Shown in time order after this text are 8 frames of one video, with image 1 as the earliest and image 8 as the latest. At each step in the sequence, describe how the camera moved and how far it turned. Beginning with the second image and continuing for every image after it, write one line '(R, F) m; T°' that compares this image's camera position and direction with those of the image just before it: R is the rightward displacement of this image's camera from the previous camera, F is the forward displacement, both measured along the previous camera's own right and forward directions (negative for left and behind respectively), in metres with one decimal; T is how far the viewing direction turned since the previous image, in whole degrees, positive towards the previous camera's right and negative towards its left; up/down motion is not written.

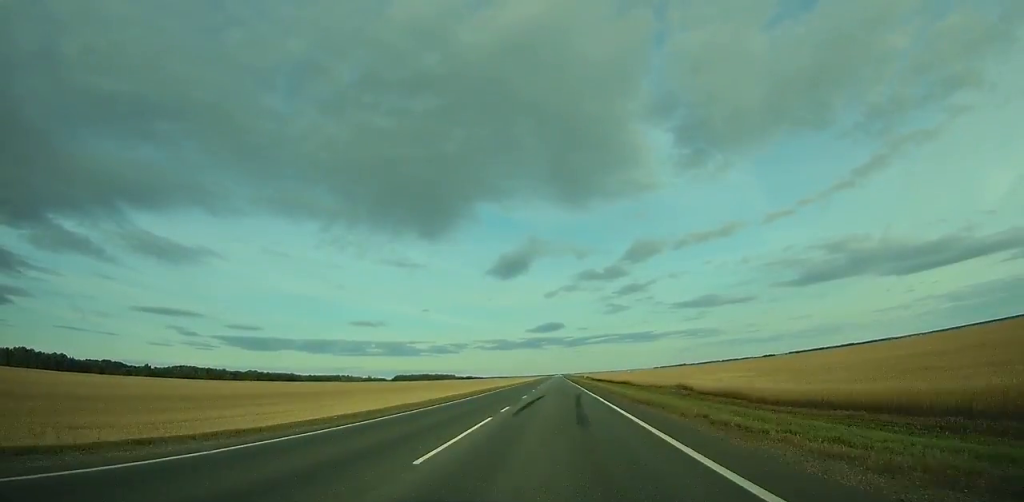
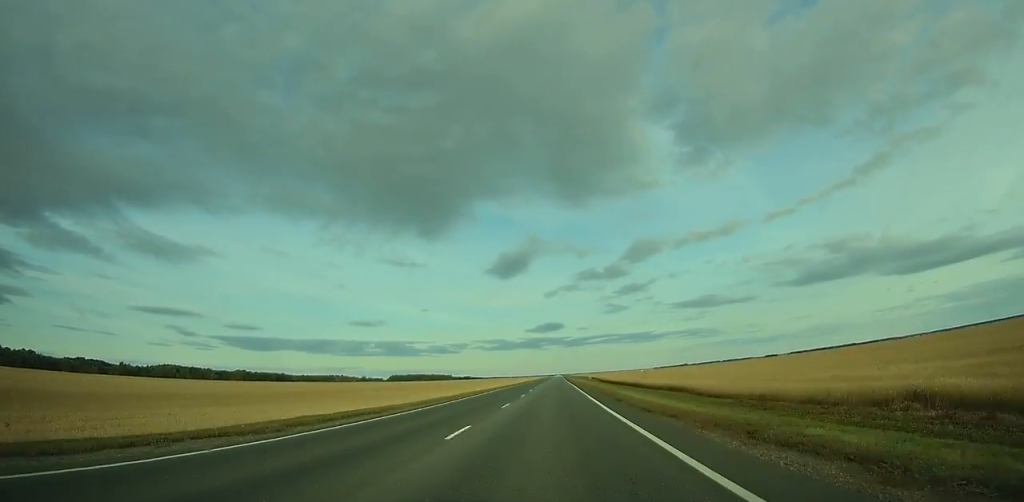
(-0.1, +57.9) m; 0°
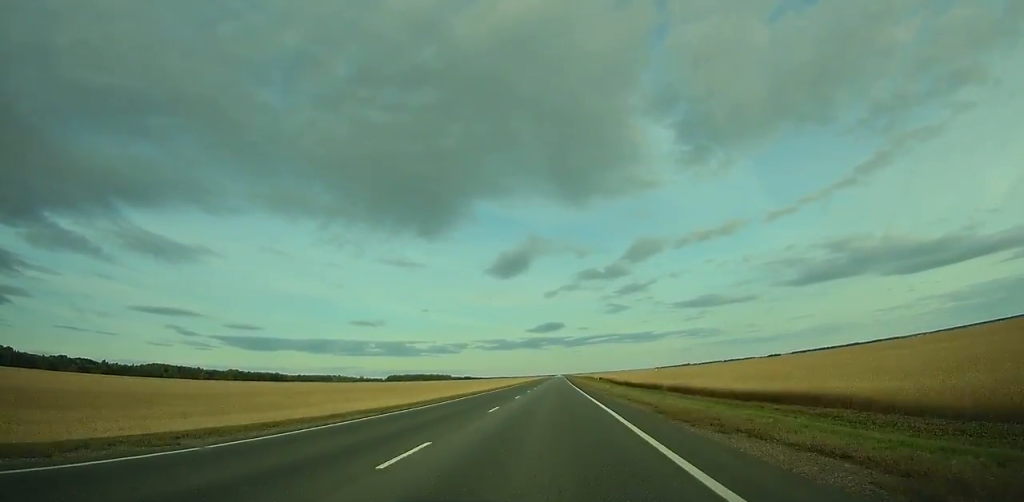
(0.0, +40.7) m; 0°
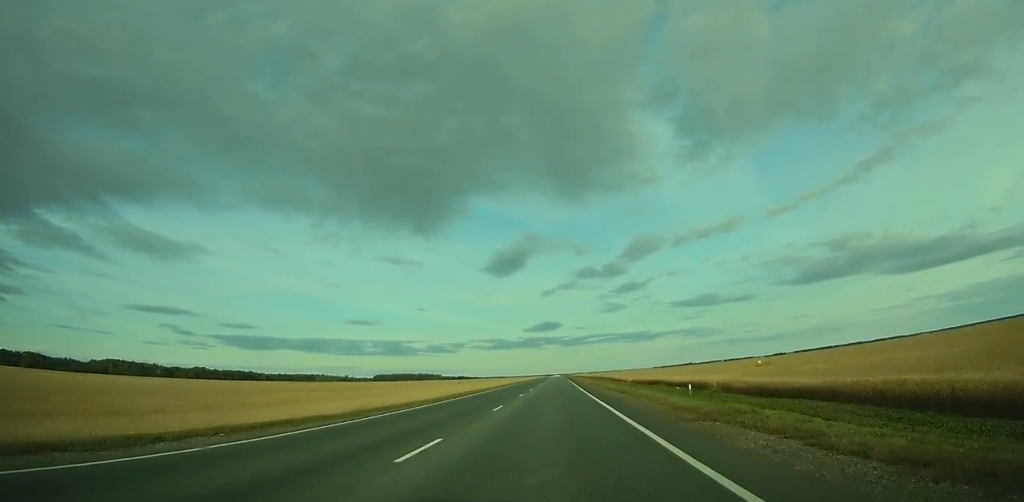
(+0.1, +136.9) m; 0°
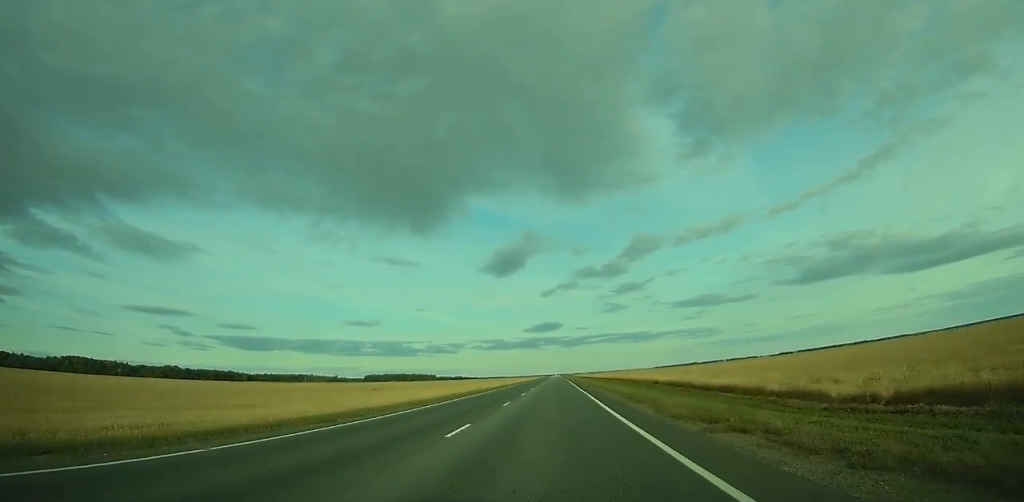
(0.0, +111.7) m; 0°
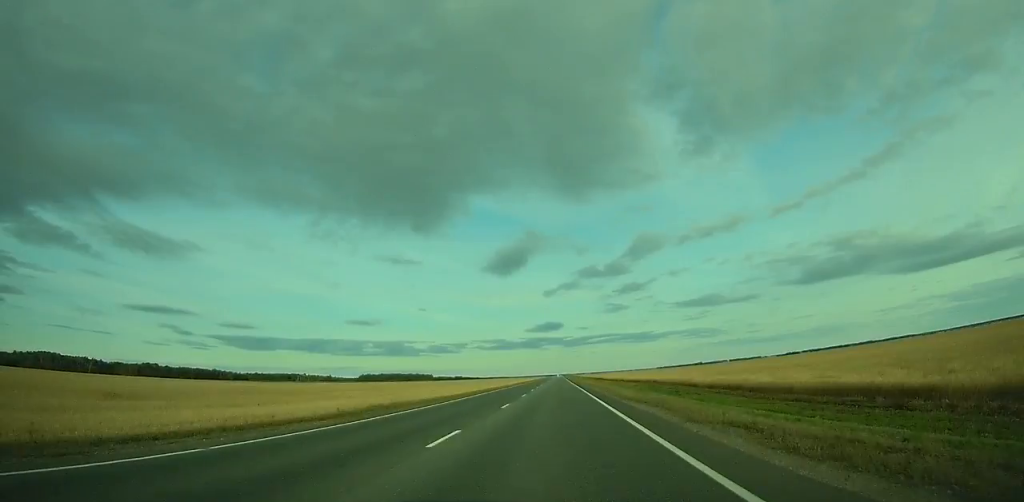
(+0.1, +76.4) m; 0°
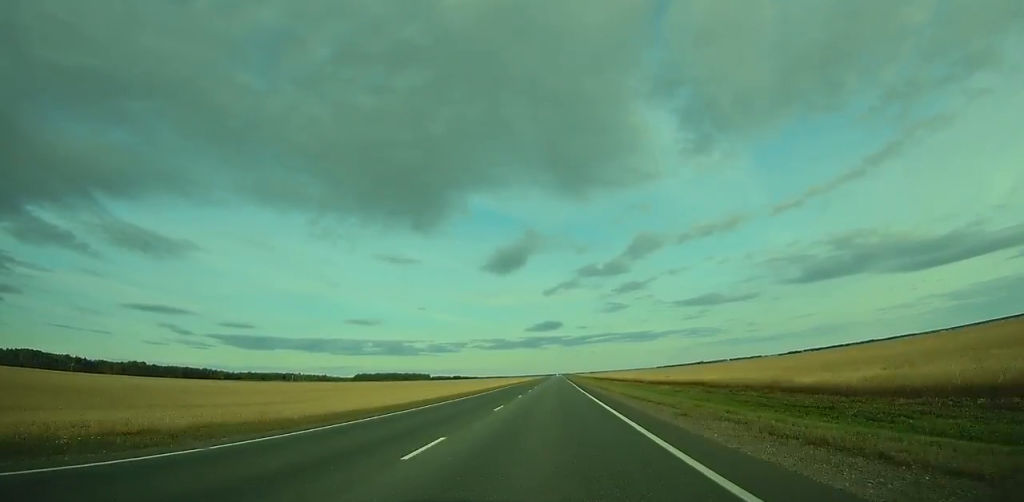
(0.0, +37.6) m; 0°
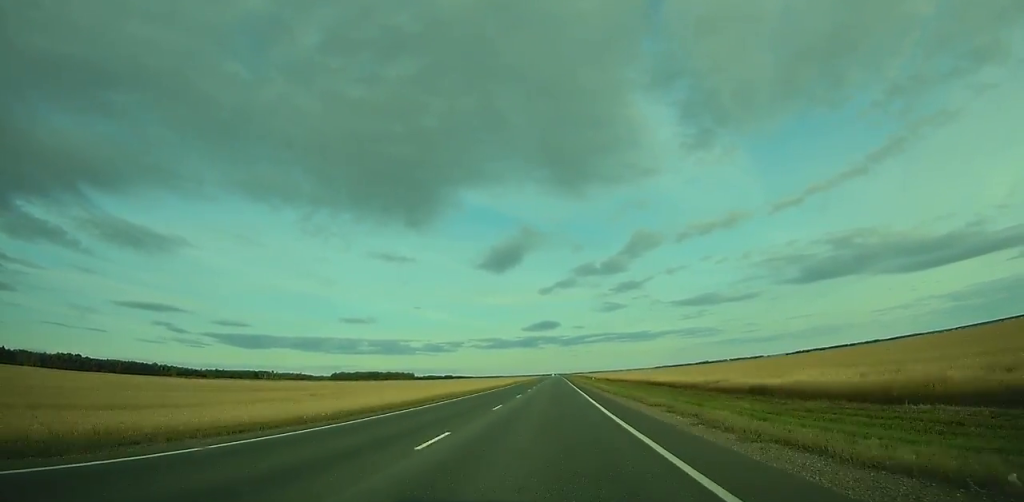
(0.0, +171.2) m; 0°
